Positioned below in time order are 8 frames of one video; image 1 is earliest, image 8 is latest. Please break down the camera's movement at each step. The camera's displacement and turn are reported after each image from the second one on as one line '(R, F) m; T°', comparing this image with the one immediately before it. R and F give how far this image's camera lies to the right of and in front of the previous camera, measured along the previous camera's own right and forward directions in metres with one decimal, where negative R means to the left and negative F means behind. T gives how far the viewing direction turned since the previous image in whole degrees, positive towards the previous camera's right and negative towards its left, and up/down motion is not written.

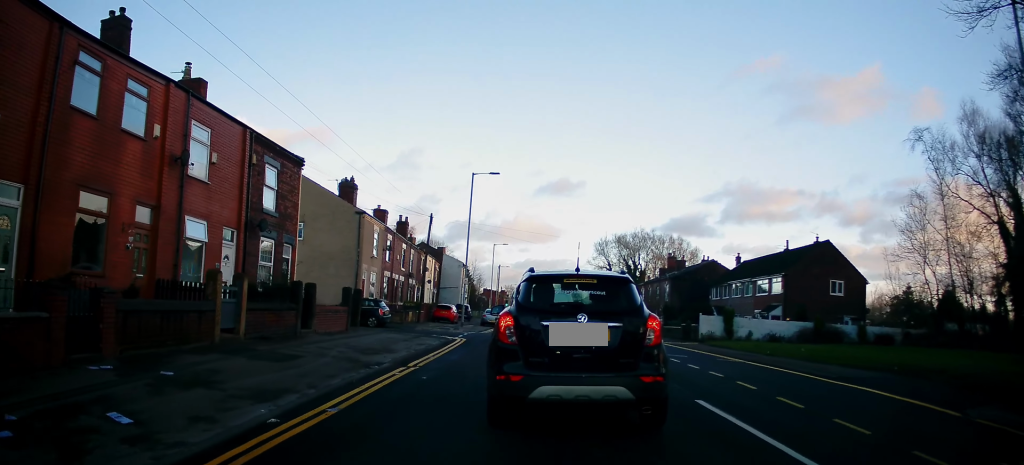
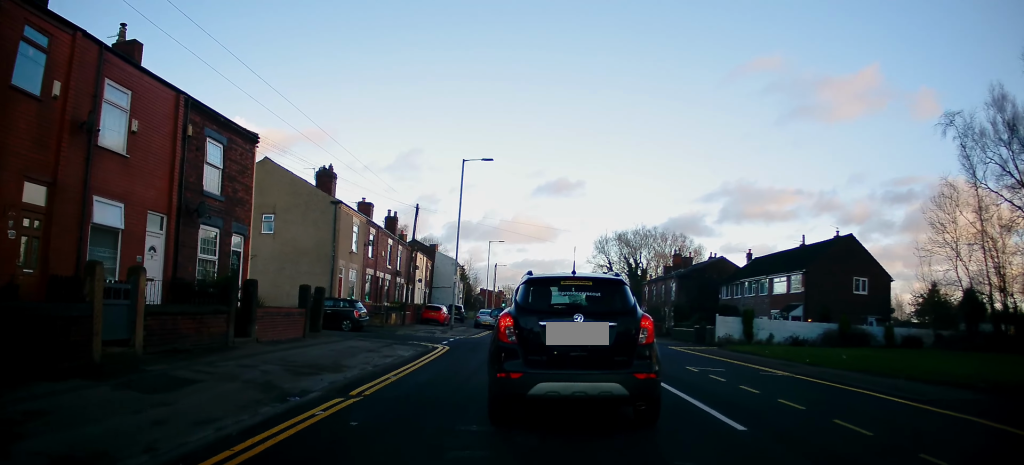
(-0.5, +3.5) m; +4°
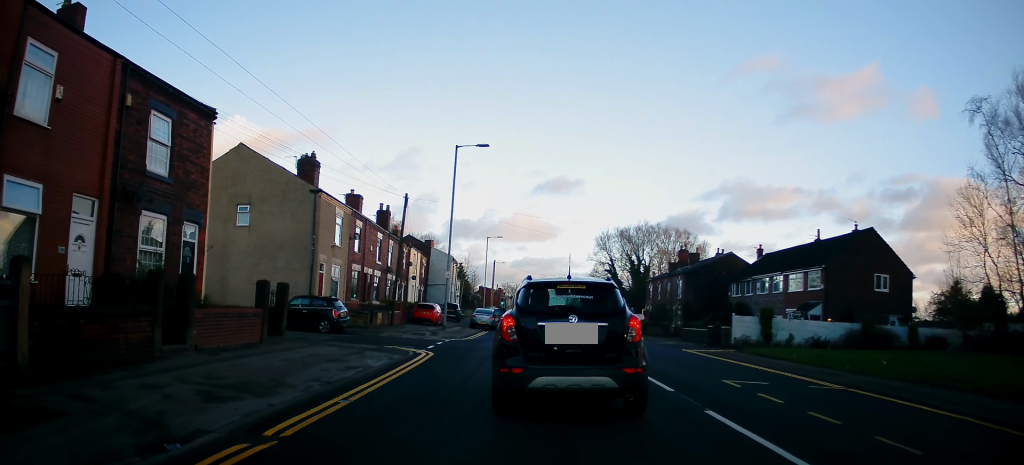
(+0.7, +2.8) m; 0°
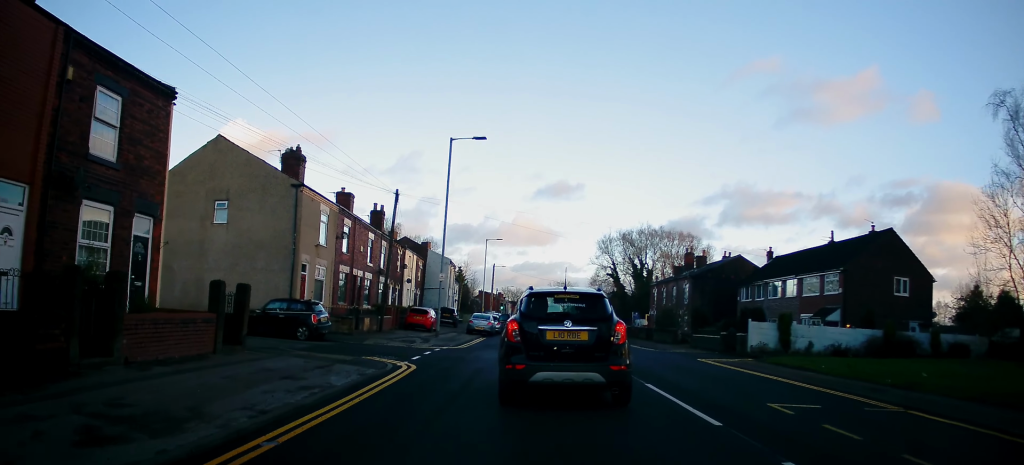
(-0.8, +2.6) m; -3°
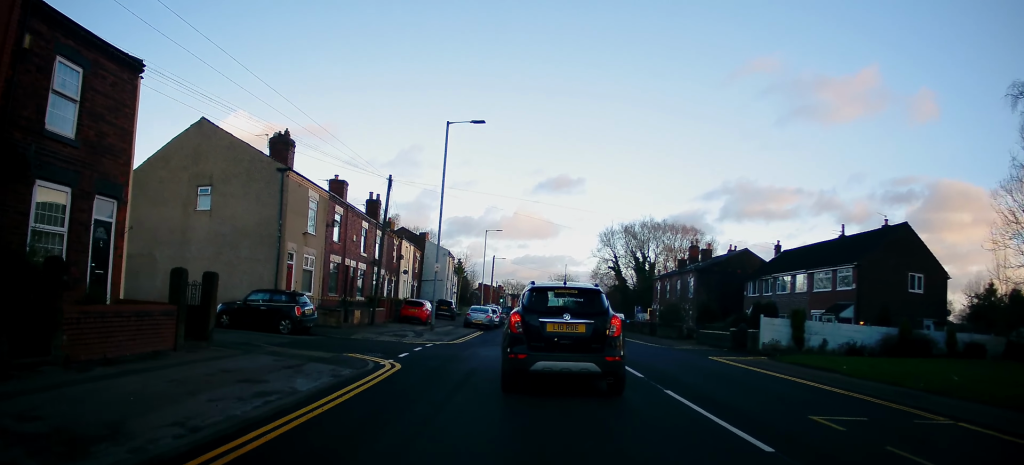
(+0.3, +1.8) m; +1°
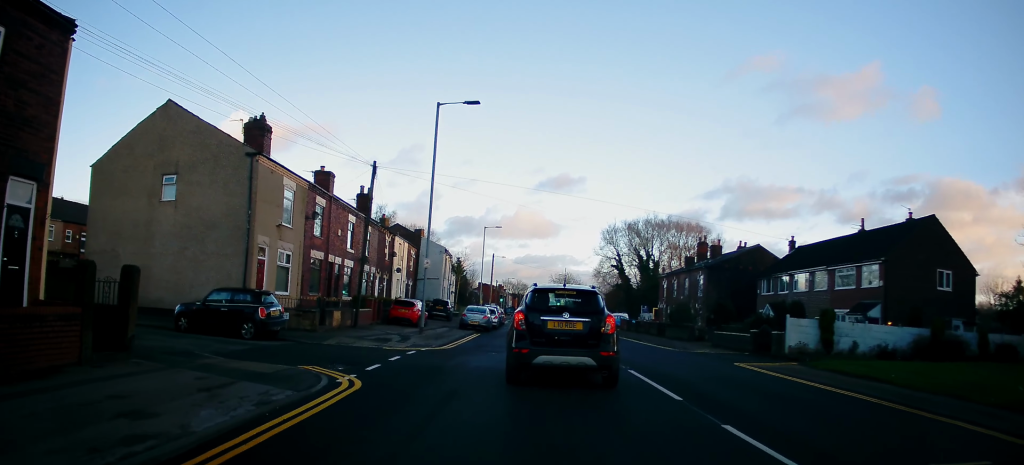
(+0.3, +3.0) m; +1°
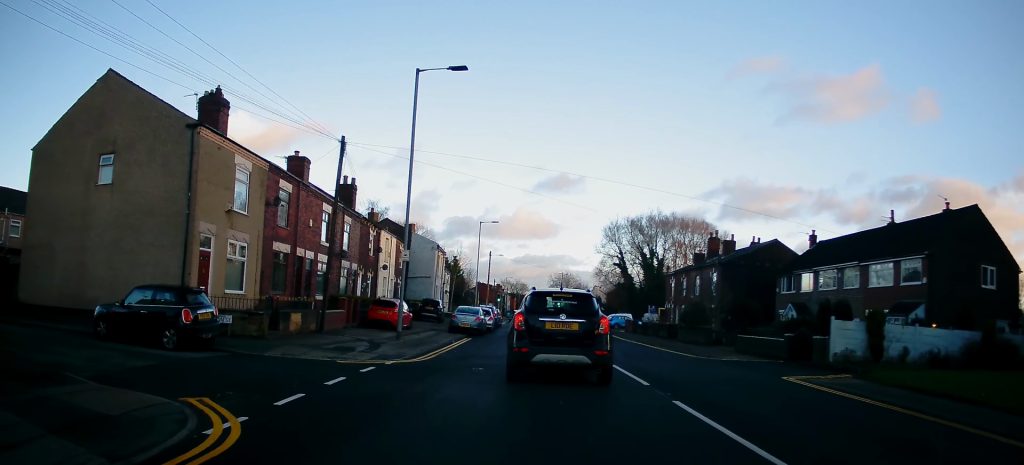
(-0.4, +4.2) m; -1°
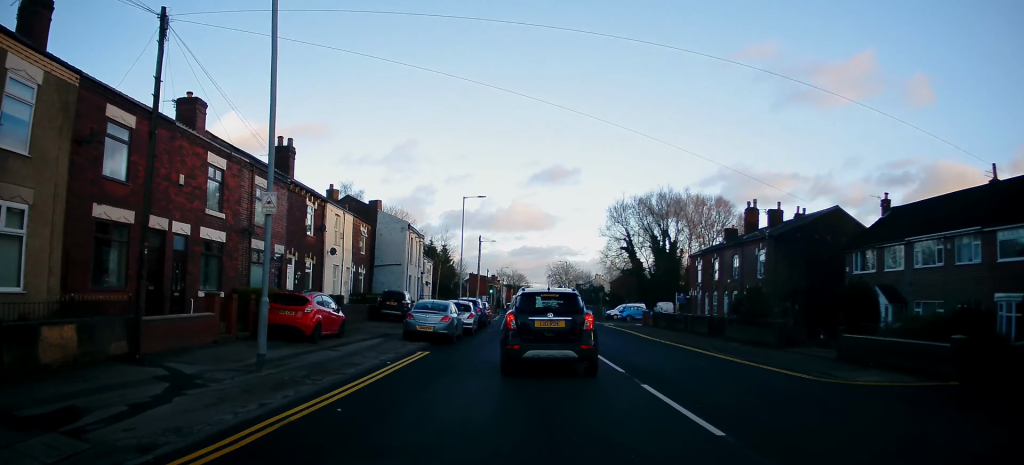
(+0.7, +10.8) m; 0°
